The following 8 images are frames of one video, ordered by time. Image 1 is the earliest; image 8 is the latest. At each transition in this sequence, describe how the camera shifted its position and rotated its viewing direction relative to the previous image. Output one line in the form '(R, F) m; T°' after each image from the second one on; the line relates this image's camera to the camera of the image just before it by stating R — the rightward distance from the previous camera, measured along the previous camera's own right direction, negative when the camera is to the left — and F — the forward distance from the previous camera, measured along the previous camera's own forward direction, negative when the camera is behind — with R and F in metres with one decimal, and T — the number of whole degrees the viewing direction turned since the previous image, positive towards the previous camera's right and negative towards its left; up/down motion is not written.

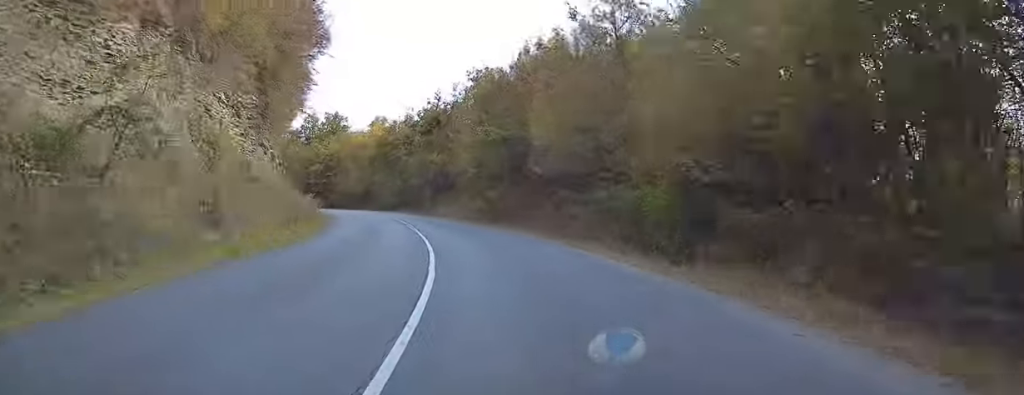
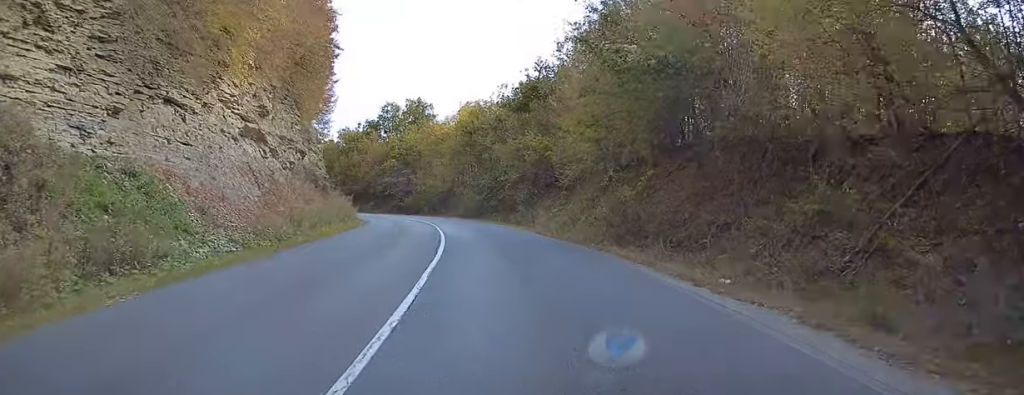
(-1.4, +19.1) m; -8°
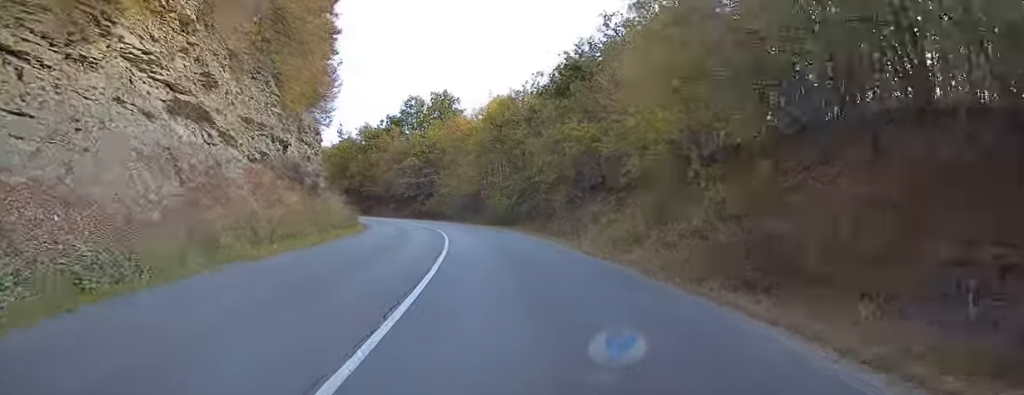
(-0.2, +8.7) m; -3°
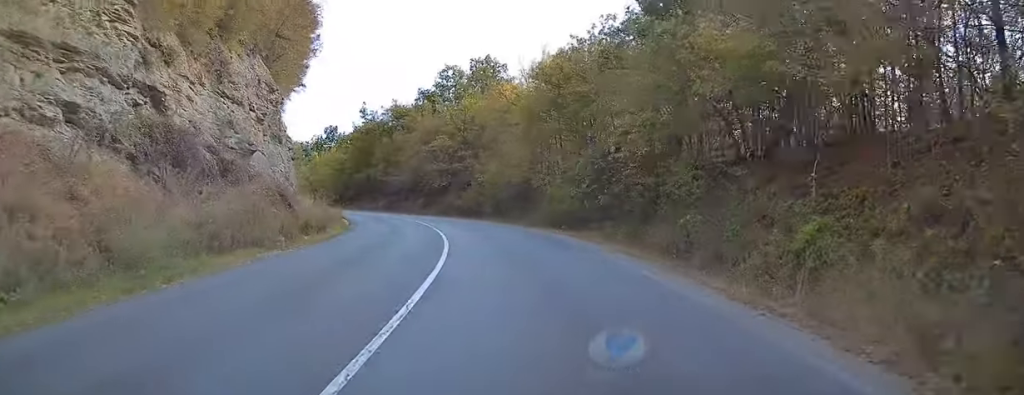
(-0.8, +16.0) m; -5°
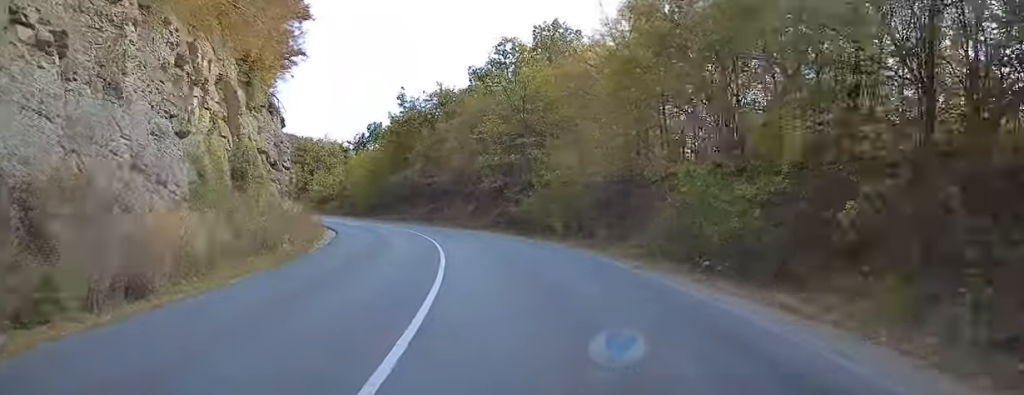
(-0.8, +15.4) m; -5°
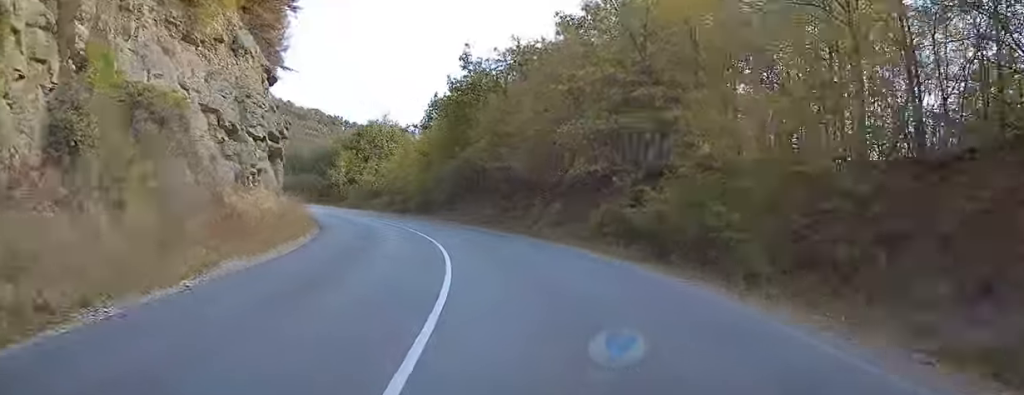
(-0.7, +15.3) m; -8°
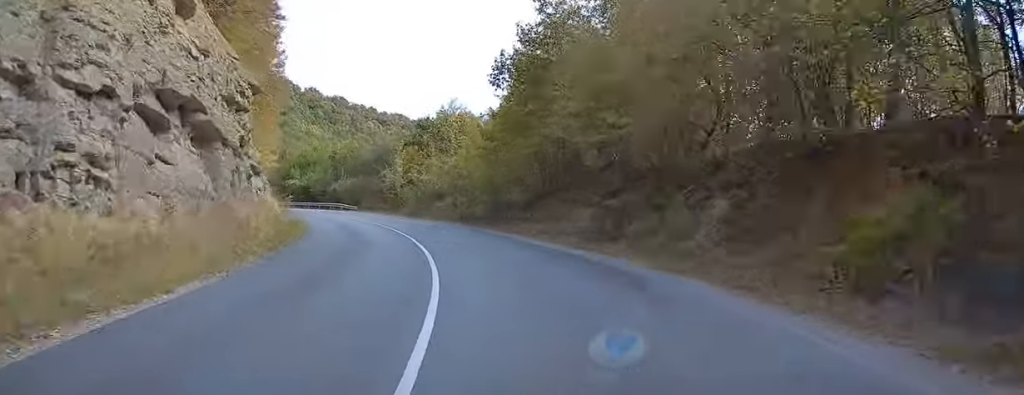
(-0.7, +14.0) m; -8°
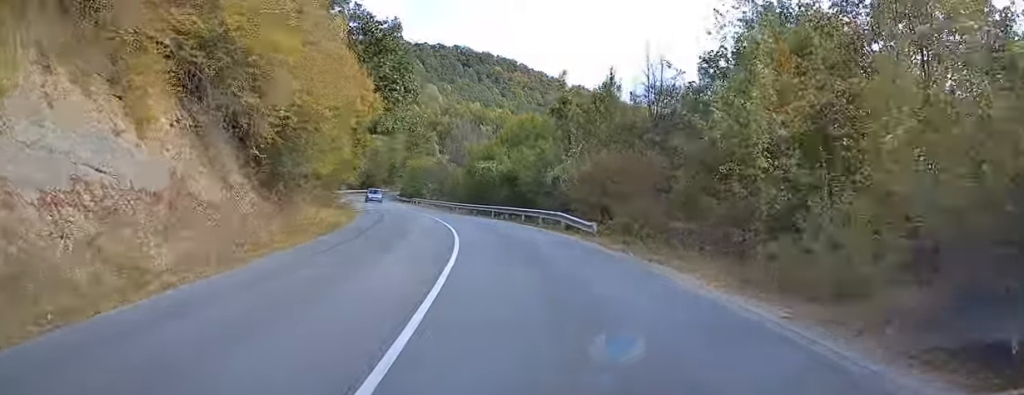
(-9.5, +42.2) m; -24°
